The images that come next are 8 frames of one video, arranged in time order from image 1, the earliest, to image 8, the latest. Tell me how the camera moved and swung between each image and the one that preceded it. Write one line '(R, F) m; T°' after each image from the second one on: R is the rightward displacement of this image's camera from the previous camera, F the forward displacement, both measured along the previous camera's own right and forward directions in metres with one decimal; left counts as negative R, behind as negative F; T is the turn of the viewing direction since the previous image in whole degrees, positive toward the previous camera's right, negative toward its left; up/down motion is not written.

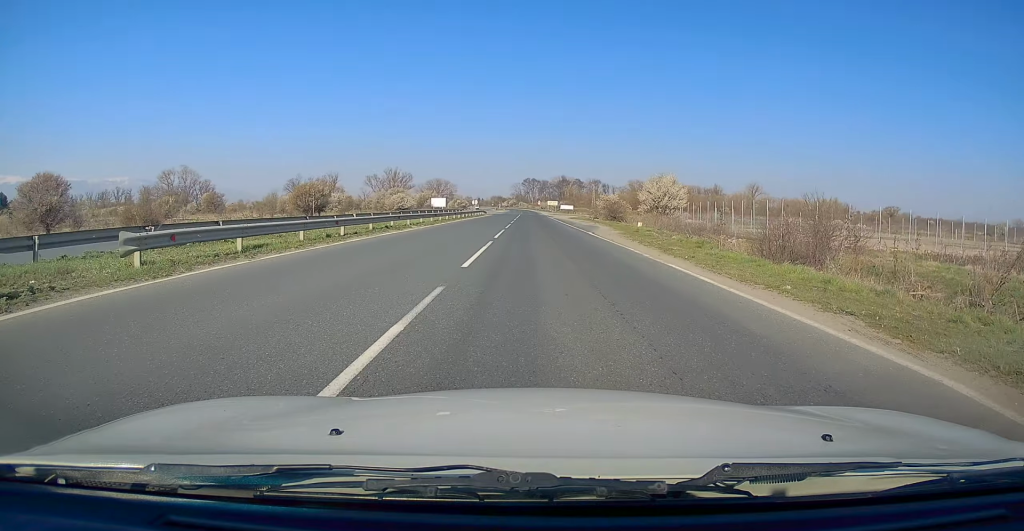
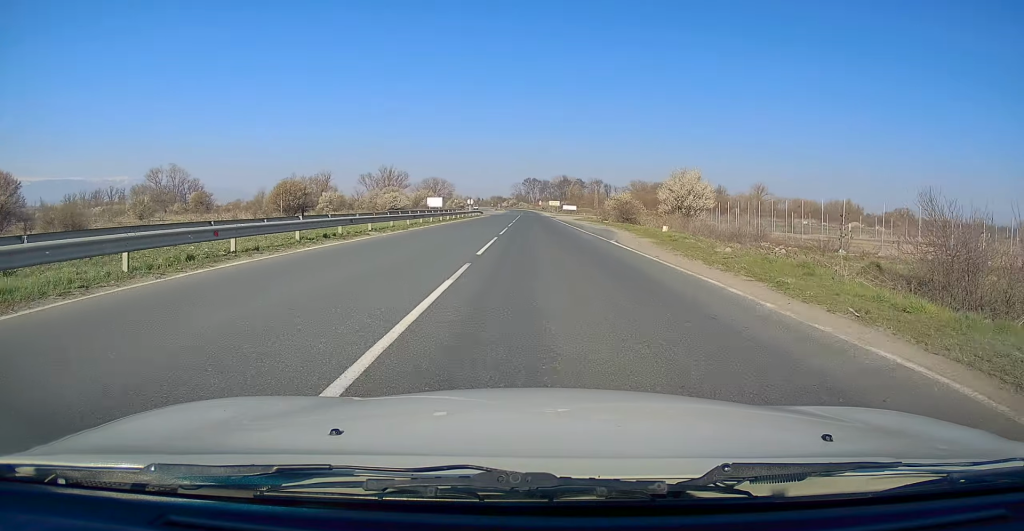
(0.0, +8.4) m; 0°
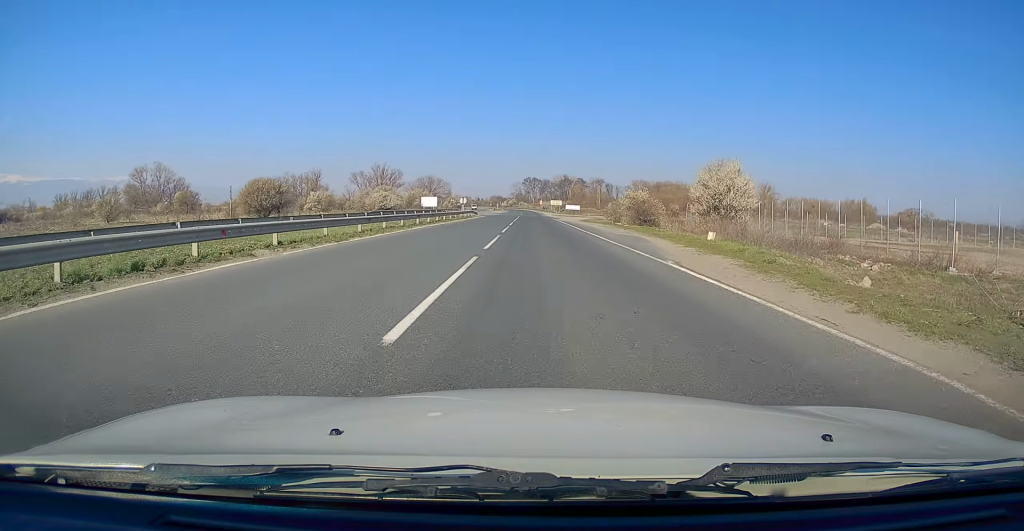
(0.0, +9.7) m; 0°
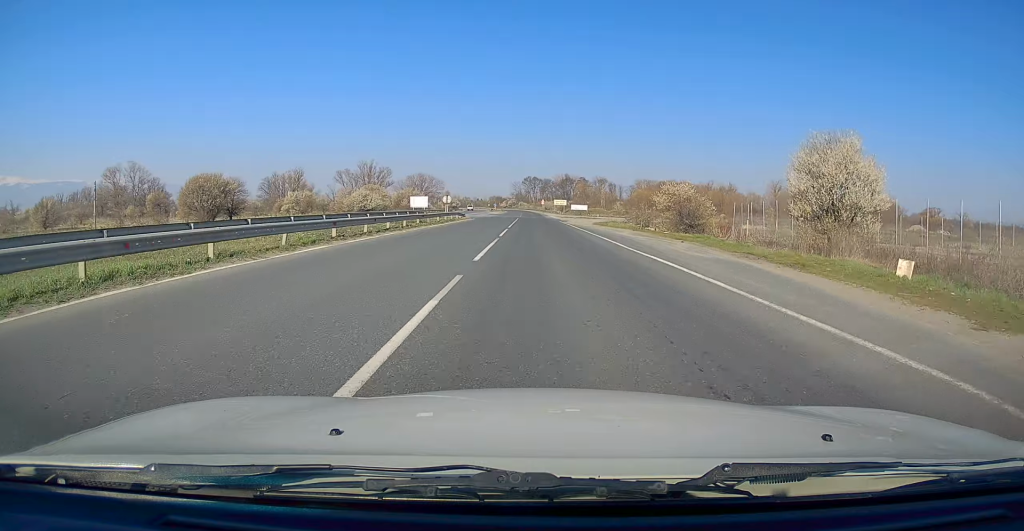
(0.0, +15.5) m; 0°
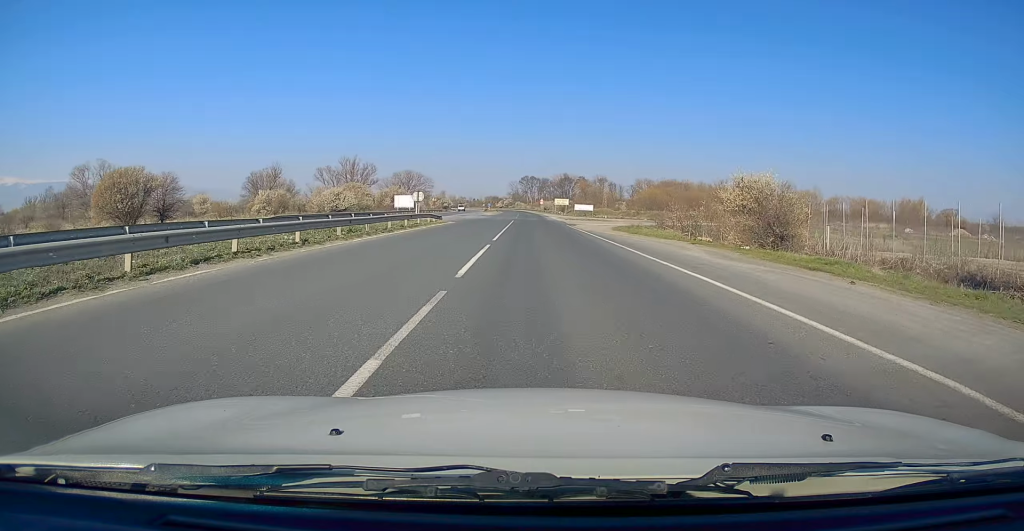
(0.0, +14.8) m; 0°
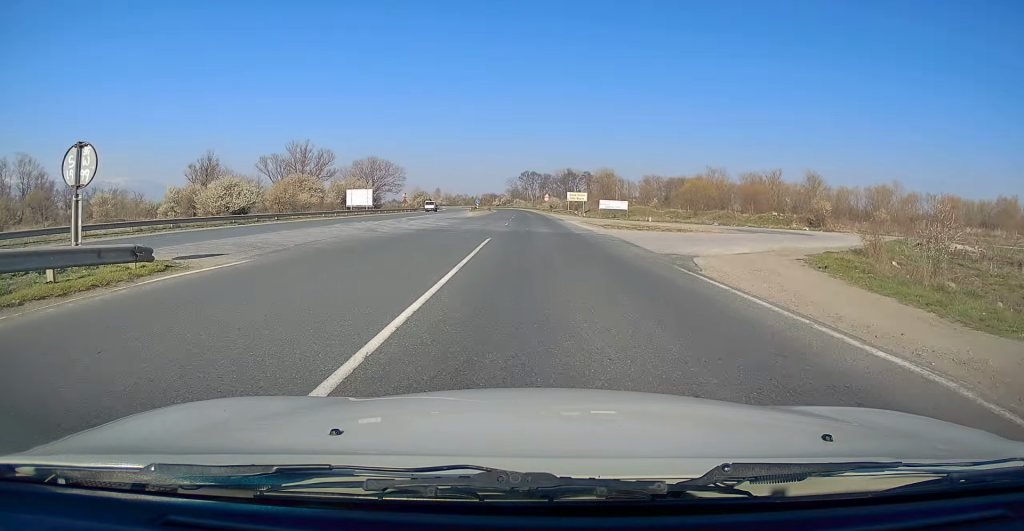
(+0.1, +35.8) m; 0°
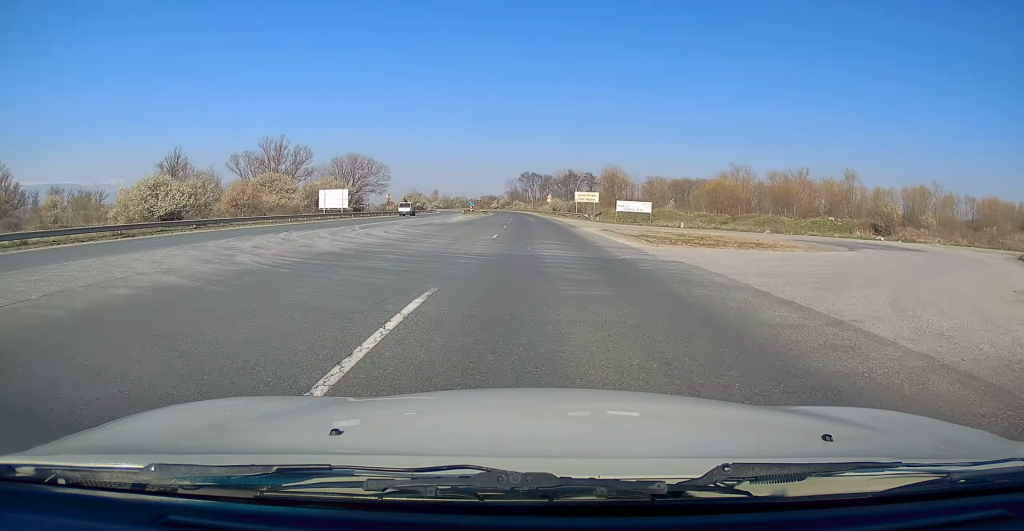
(0.0, +13.3) m; -1°
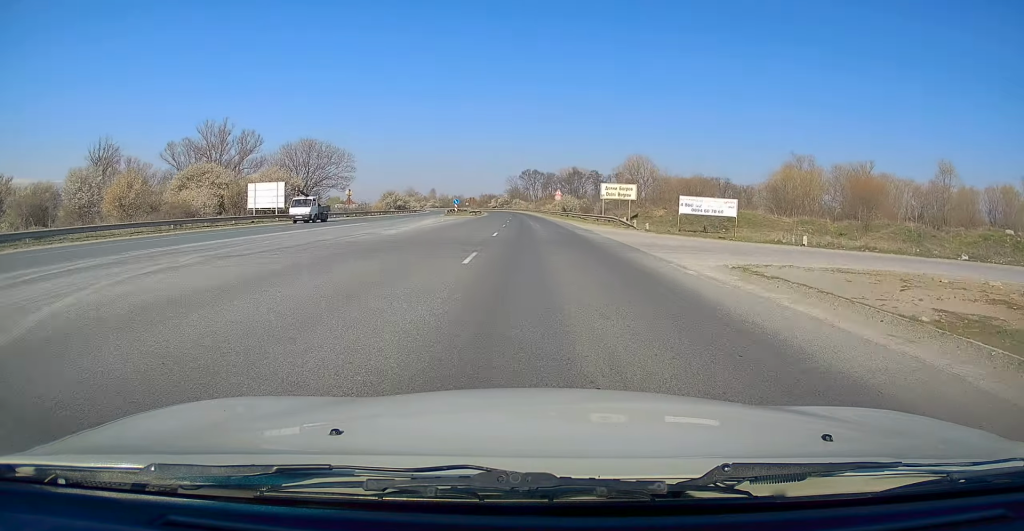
(-0.4, +22.9) m; 0°
